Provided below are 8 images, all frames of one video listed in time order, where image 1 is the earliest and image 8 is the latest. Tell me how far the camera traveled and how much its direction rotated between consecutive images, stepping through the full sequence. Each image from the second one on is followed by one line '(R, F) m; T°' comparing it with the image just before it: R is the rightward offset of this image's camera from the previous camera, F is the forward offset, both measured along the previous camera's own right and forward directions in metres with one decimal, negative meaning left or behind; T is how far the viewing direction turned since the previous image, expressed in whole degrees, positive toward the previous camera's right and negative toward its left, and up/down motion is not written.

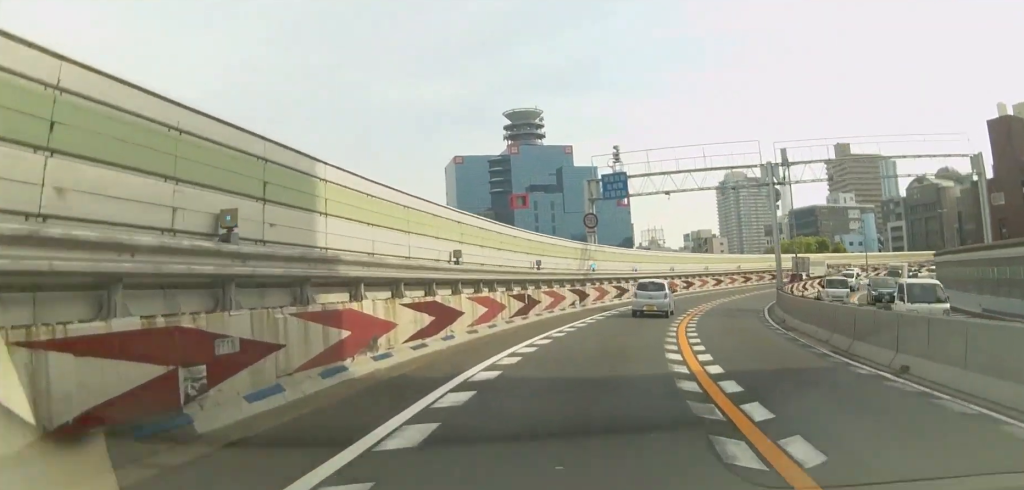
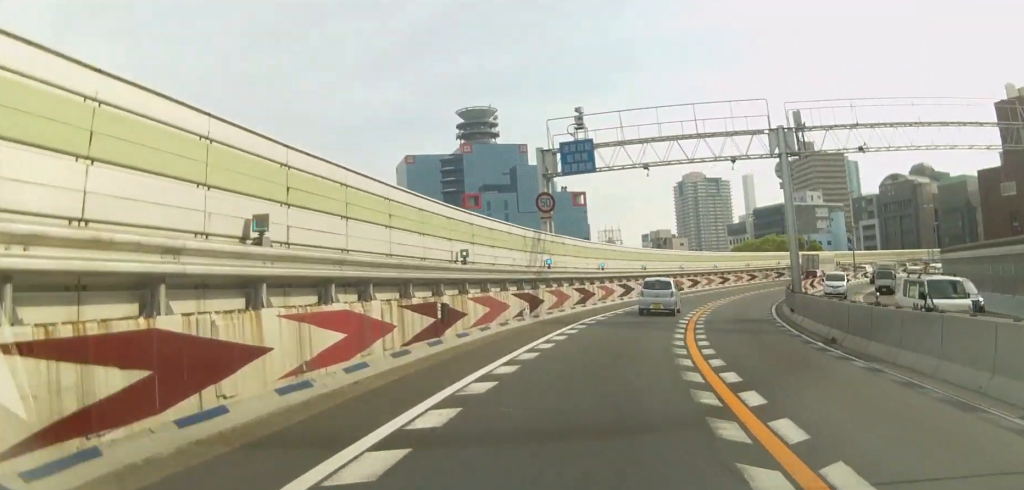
(+0.4, +9.3) m; +4°
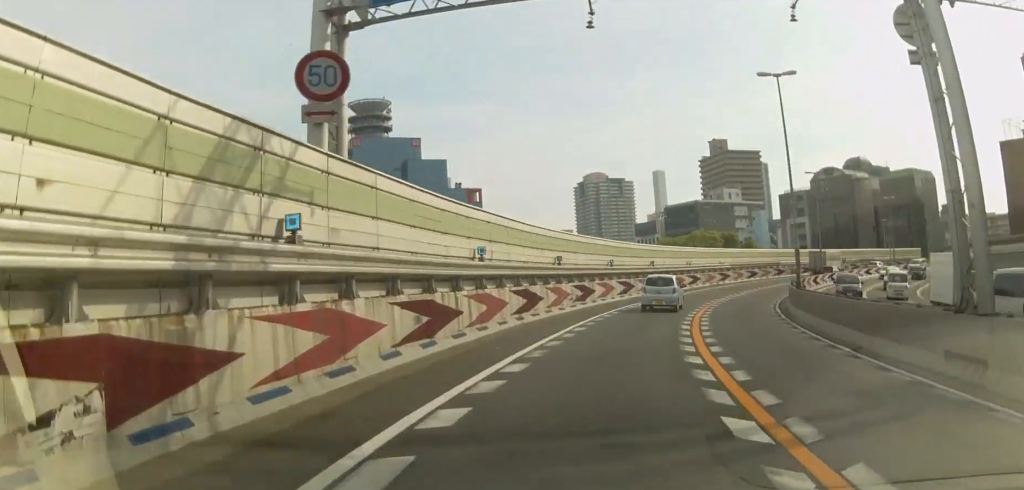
(+1.3, +18.5) m; +7°
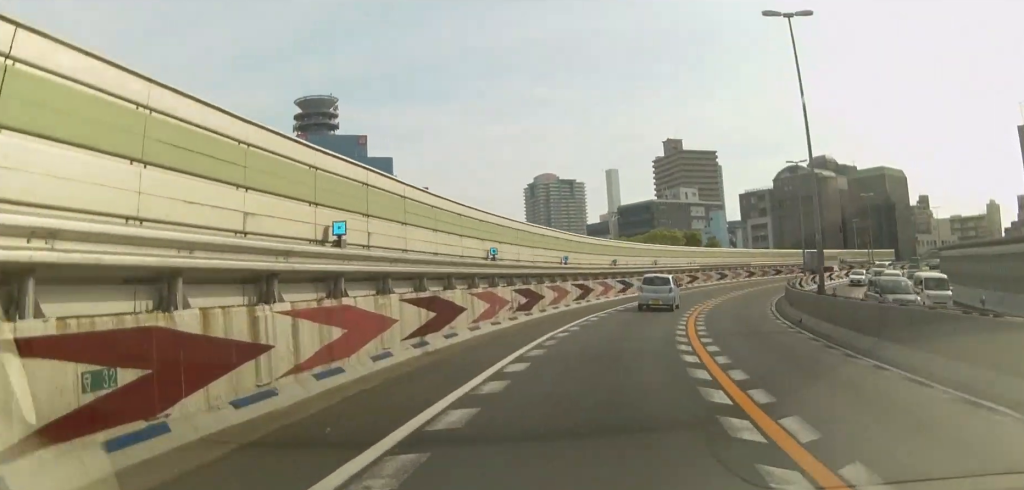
(+0.2, +8.1) m; +3°
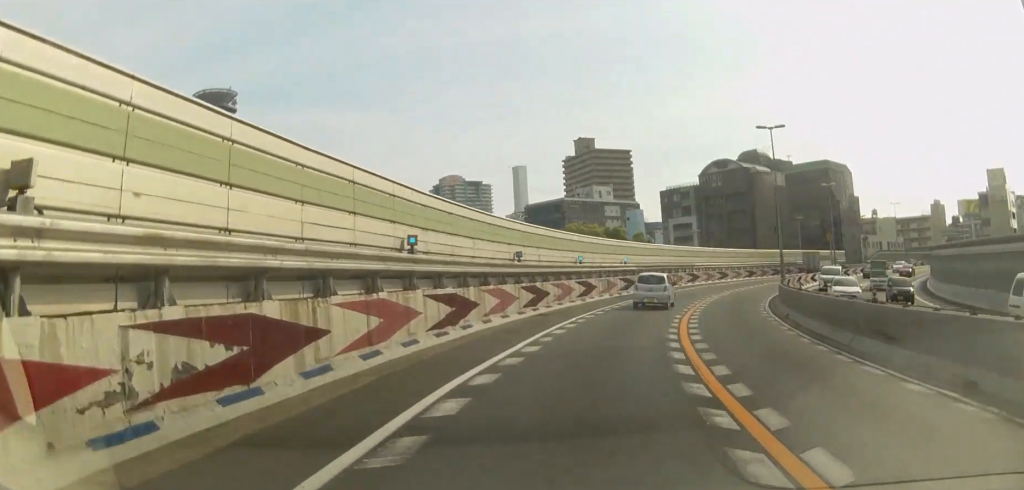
(+0.6, +15.6) m; +7°
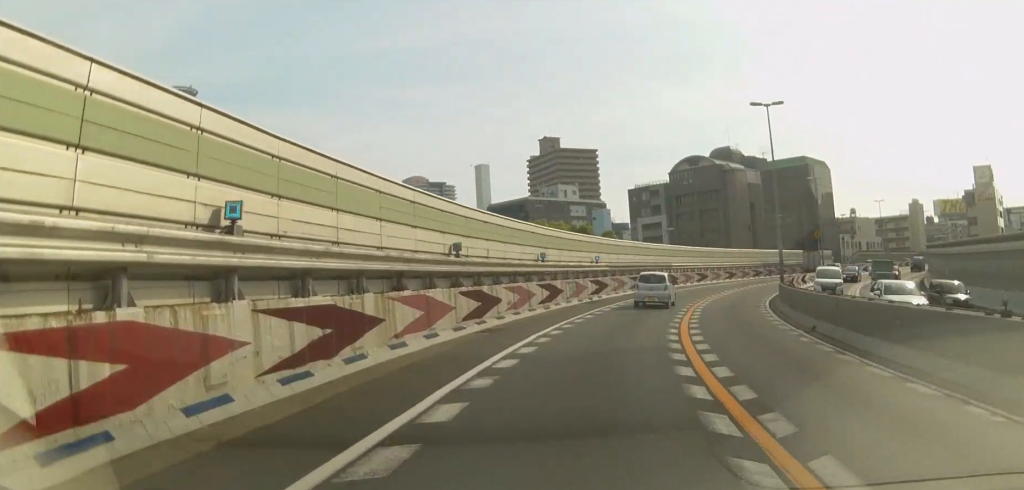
(+0.4, +6.5) m; +3°
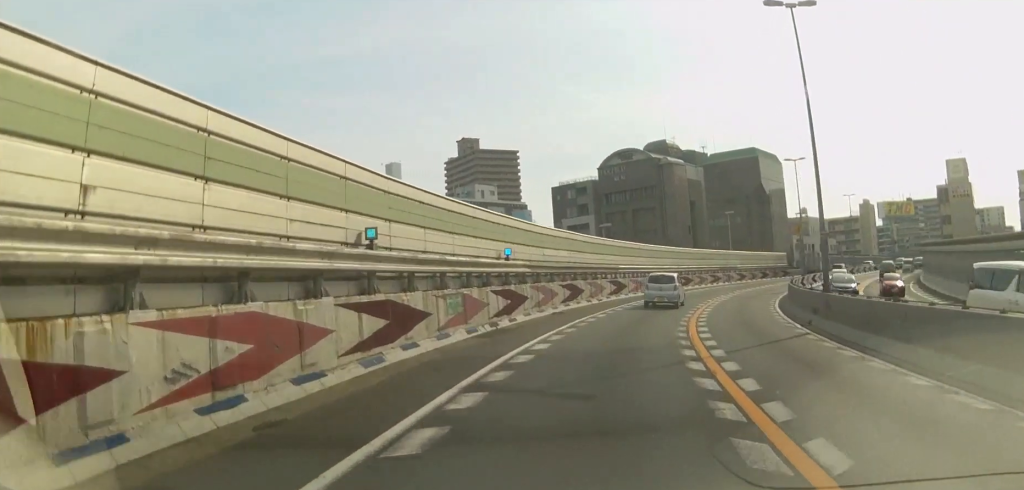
(+1.1, +15.5) m; +8°
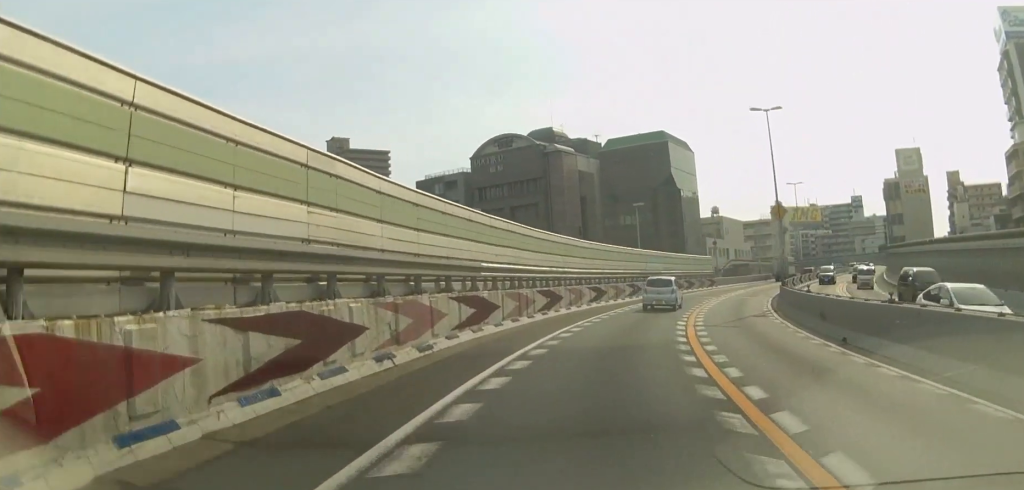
(+1.6, +20.6) m; +9°
